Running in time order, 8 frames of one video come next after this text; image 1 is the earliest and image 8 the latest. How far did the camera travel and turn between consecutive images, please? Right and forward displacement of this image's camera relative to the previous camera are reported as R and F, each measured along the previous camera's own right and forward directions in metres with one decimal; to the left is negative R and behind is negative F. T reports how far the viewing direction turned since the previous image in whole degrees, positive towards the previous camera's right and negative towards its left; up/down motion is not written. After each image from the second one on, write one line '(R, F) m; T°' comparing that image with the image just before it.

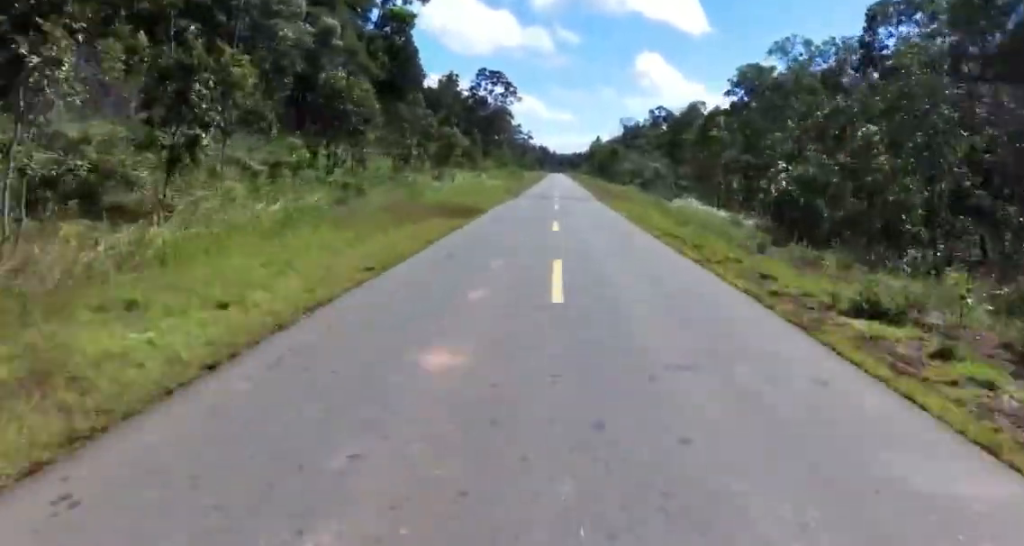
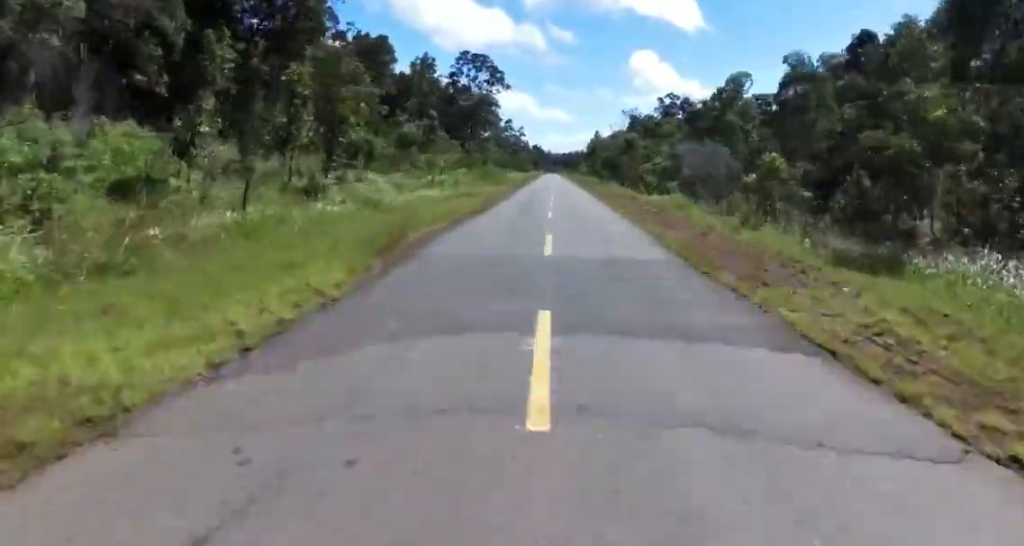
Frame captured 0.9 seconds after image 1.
(0.0, +27.8) m; 0°
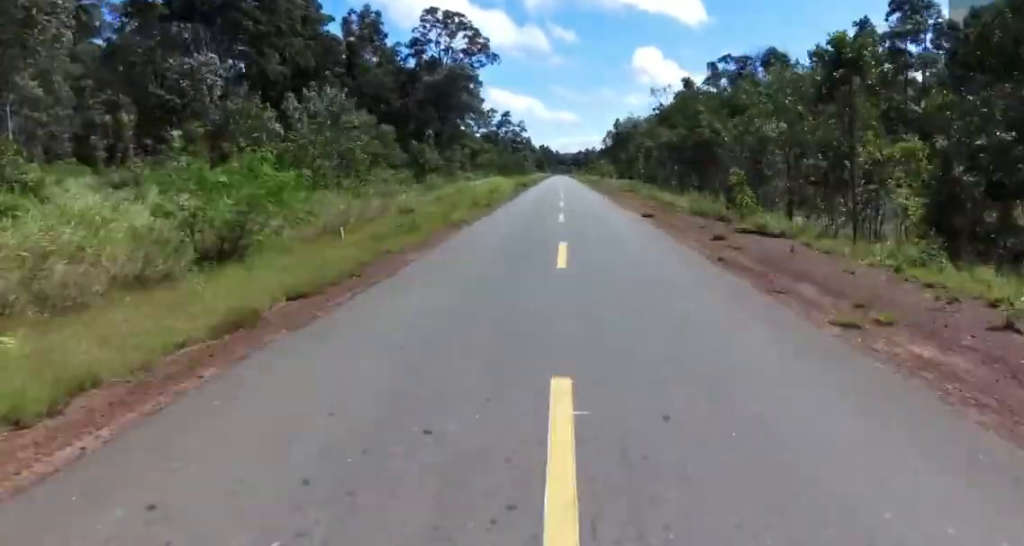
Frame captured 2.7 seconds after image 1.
(+1.0, +51.7) m; +3°
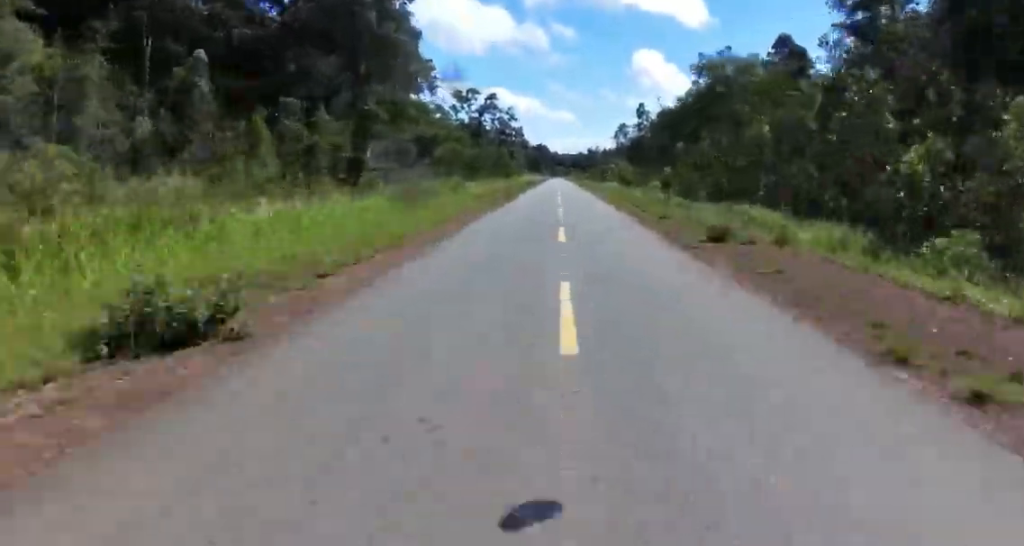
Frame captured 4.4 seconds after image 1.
(-0.2, +54.4) m; -3°
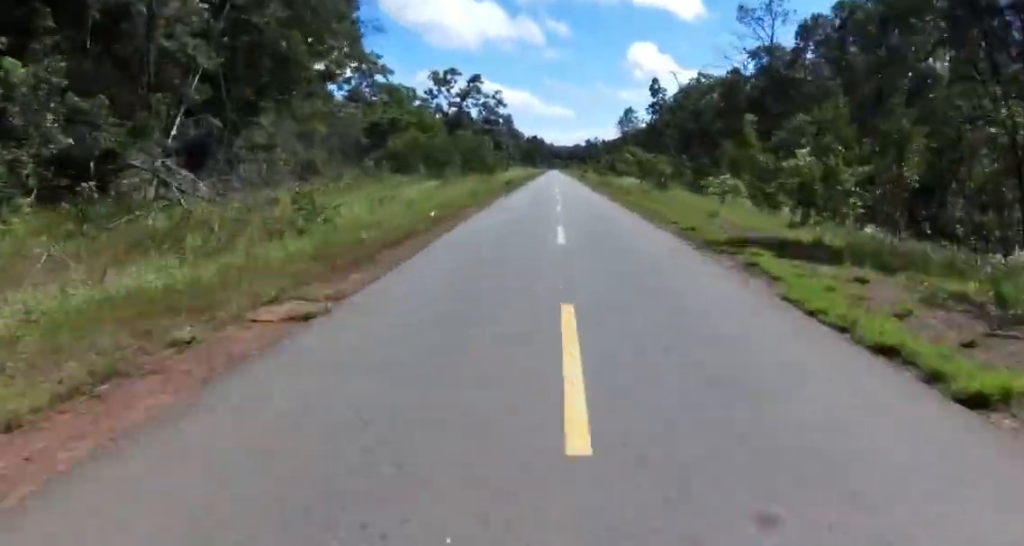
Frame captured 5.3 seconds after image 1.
(-0.9, +25.8) m; 0°
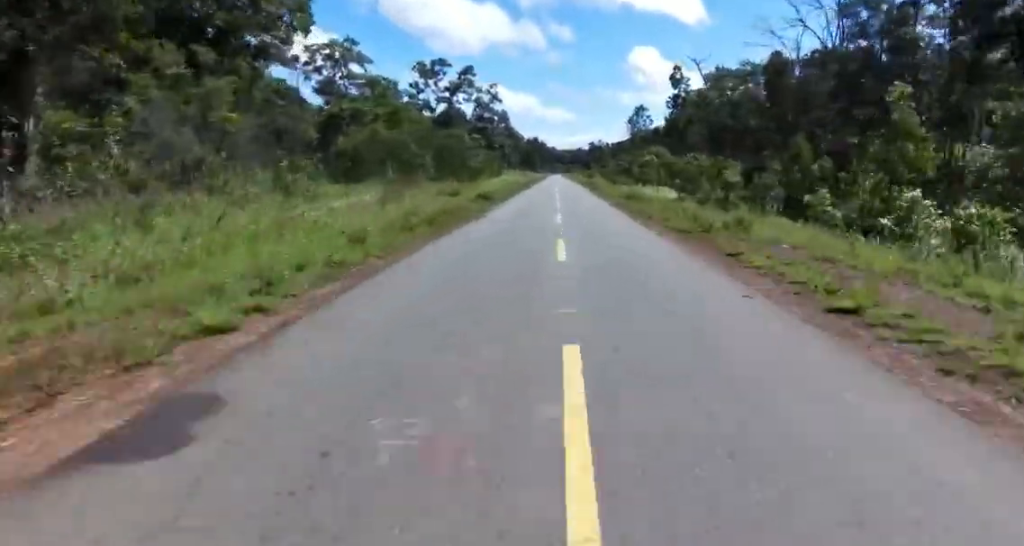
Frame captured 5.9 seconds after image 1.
(+0.7, +18.4) m; 0°
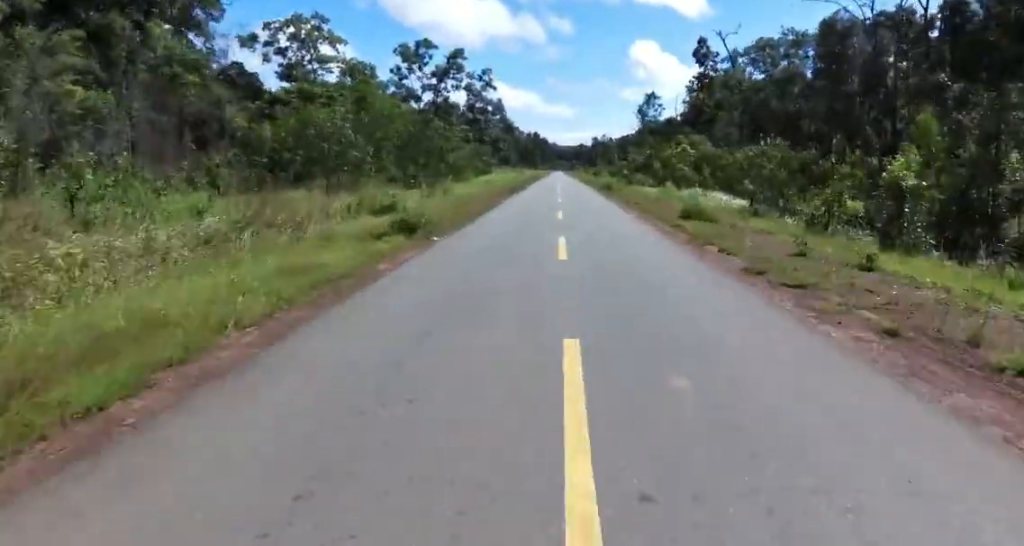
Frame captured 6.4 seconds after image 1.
(+0.5, +16.3) m; 0°
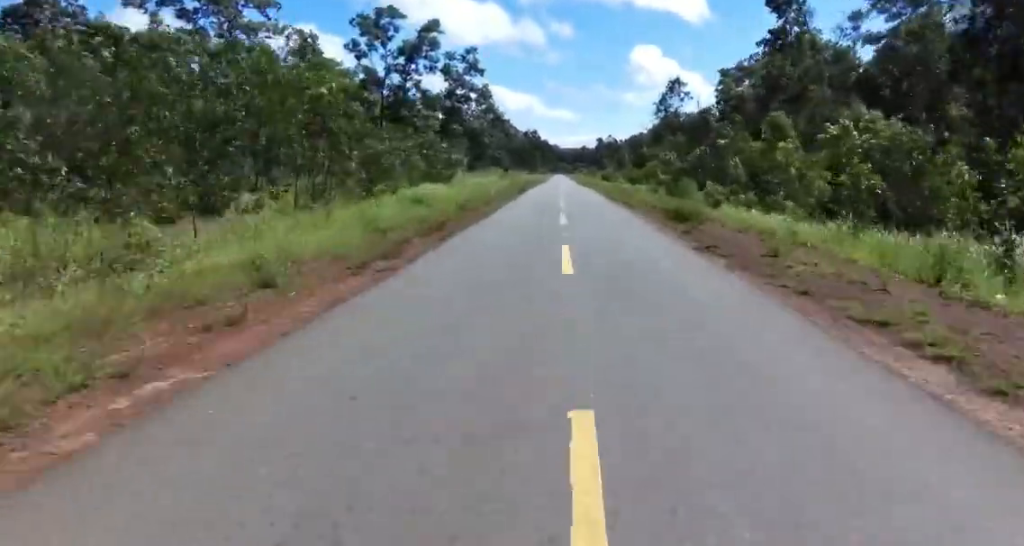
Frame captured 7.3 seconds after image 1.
(-0.9, +26.5) m; 0°
